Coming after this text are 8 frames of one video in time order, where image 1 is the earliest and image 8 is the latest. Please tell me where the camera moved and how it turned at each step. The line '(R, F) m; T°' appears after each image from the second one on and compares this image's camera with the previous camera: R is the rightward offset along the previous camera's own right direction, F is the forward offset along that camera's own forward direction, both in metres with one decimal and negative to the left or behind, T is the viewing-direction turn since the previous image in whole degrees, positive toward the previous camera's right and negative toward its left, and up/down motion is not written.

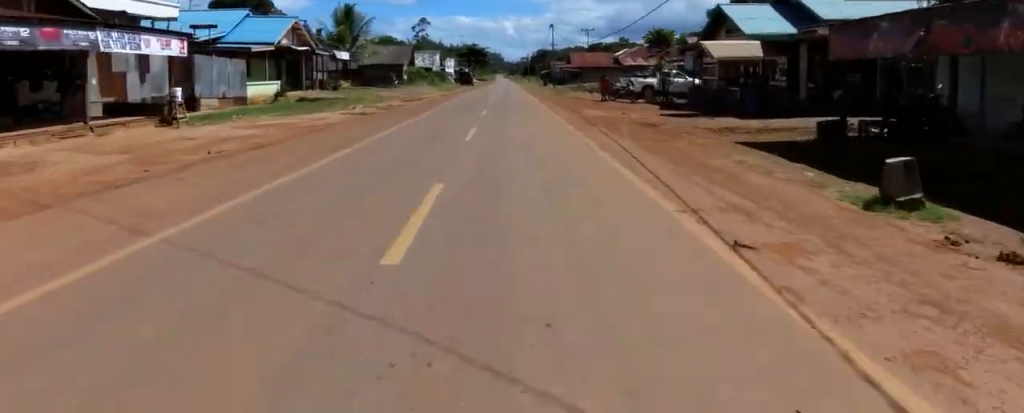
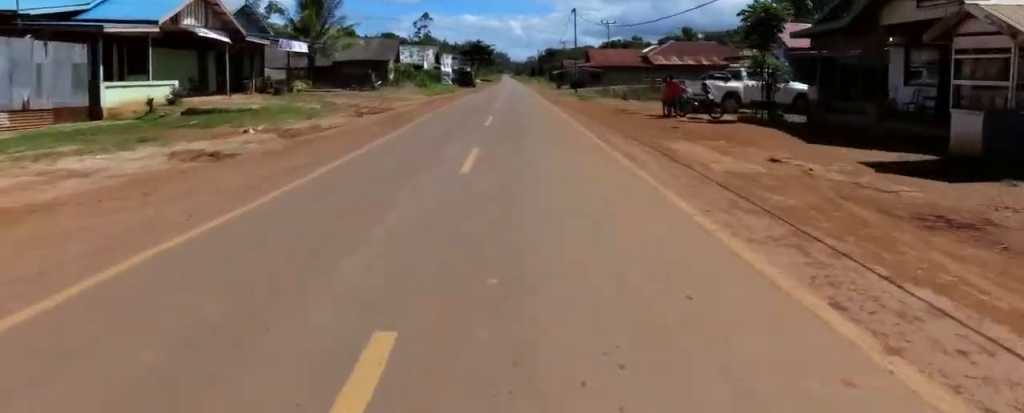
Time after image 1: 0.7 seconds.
(+0.1, +12.1) m; -3°
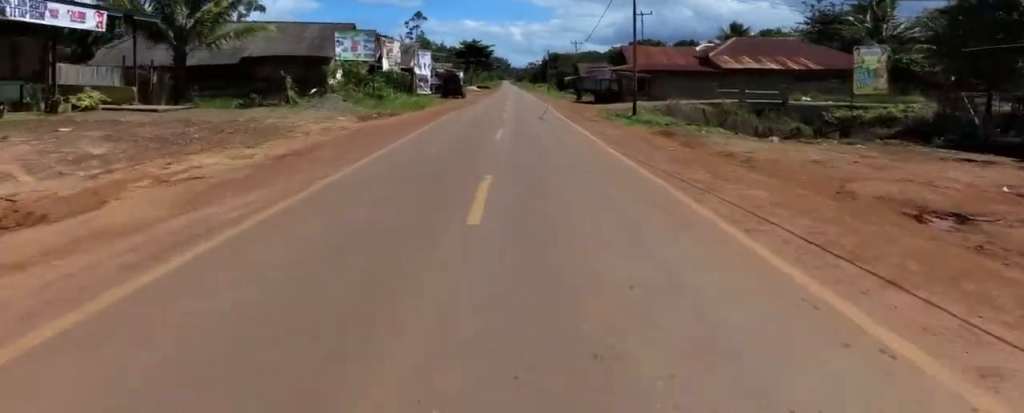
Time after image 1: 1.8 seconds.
(-0.9, +18.1) m; +3°
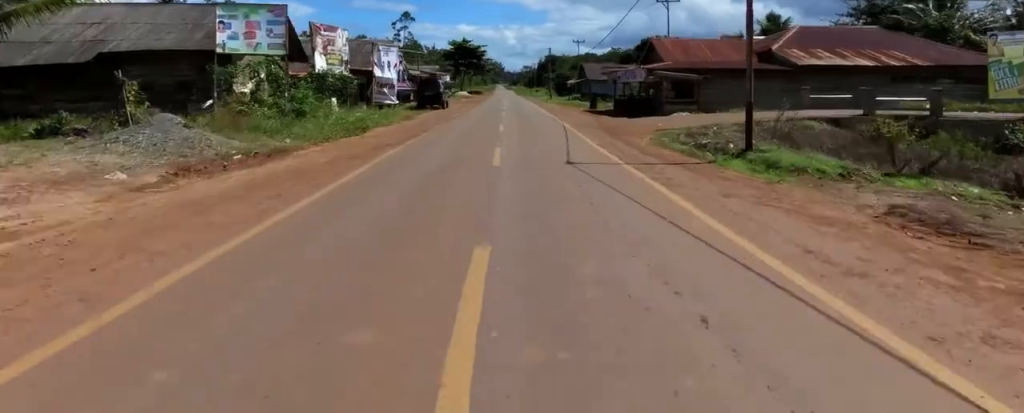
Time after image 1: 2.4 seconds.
(+1.3, +11.4) m; 0°
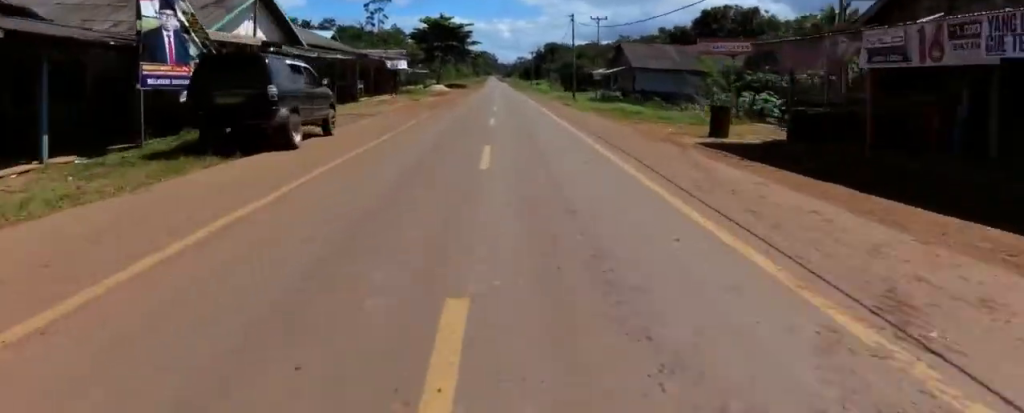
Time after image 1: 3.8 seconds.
(-1.7, +24.8) m; -6°
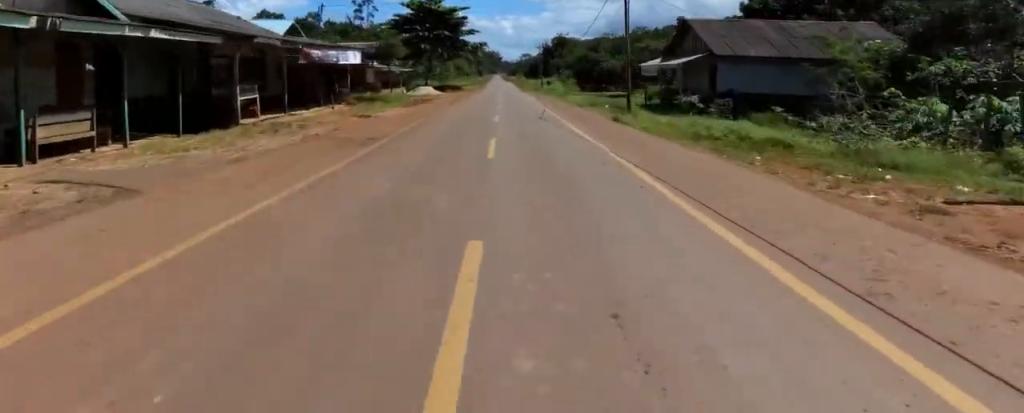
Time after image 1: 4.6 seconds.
(-0.1, +15.6) m; +2°
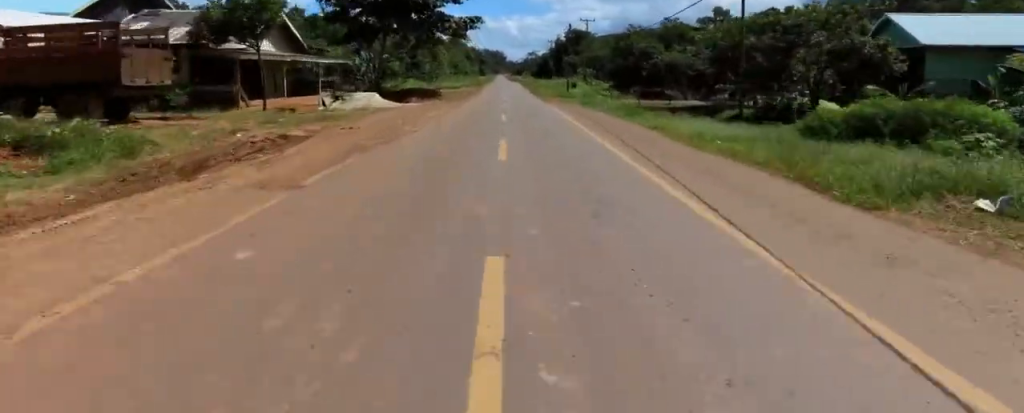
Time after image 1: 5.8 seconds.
(+1.2, +23.8) m; +6°
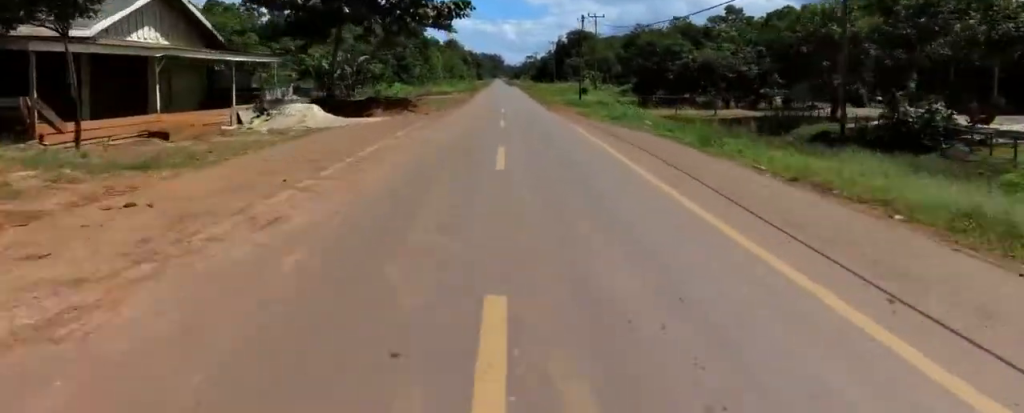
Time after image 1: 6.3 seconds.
(+0.7, +9.4) m; -1°
